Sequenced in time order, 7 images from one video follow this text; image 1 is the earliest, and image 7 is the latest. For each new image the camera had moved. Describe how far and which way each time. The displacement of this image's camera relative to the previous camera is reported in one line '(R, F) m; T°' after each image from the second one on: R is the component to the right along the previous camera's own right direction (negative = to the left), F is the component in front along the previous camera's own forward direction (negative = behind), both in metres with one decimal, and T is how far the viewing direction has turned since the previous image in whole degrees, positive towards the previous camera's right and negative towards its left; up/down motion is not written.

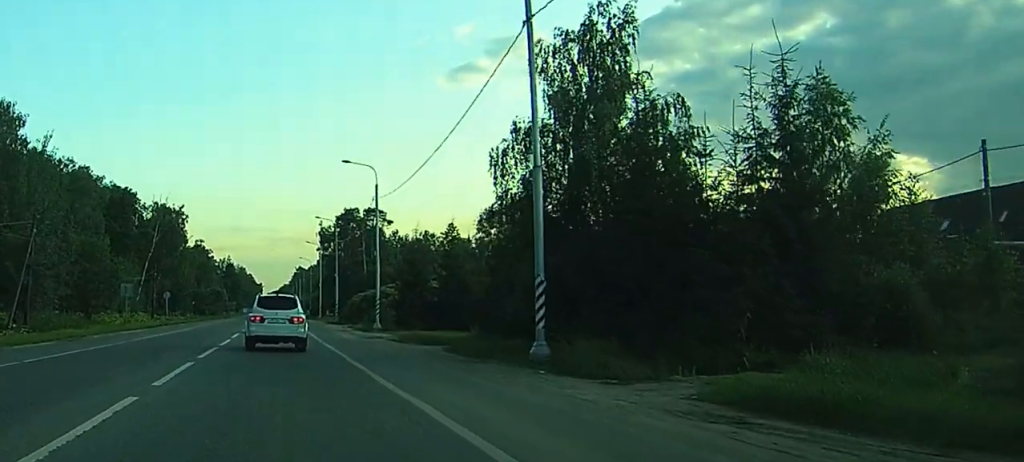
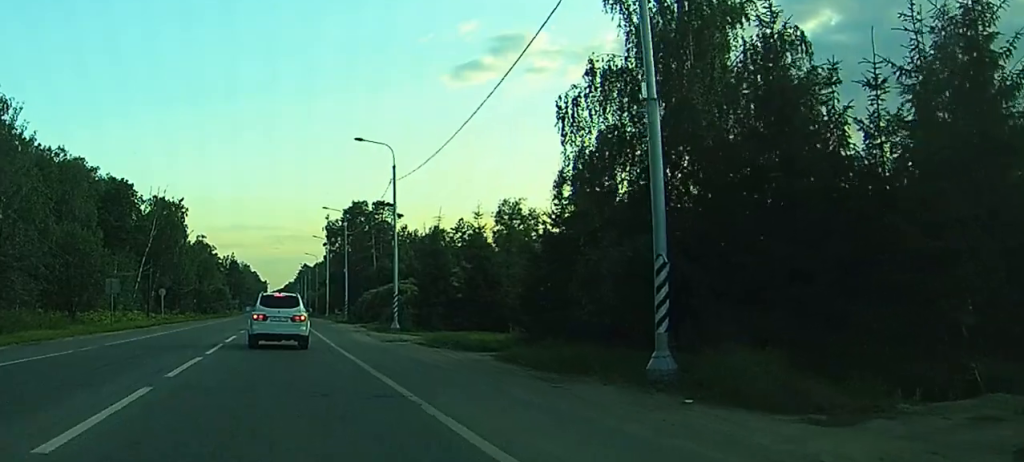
(+0.2, +6.5) m; 0°
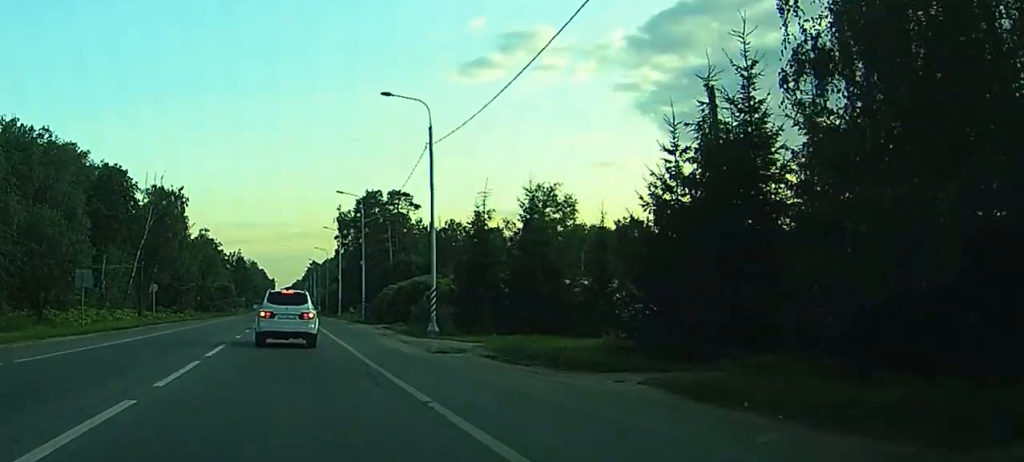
(-0.2, +9.4) m; 0°
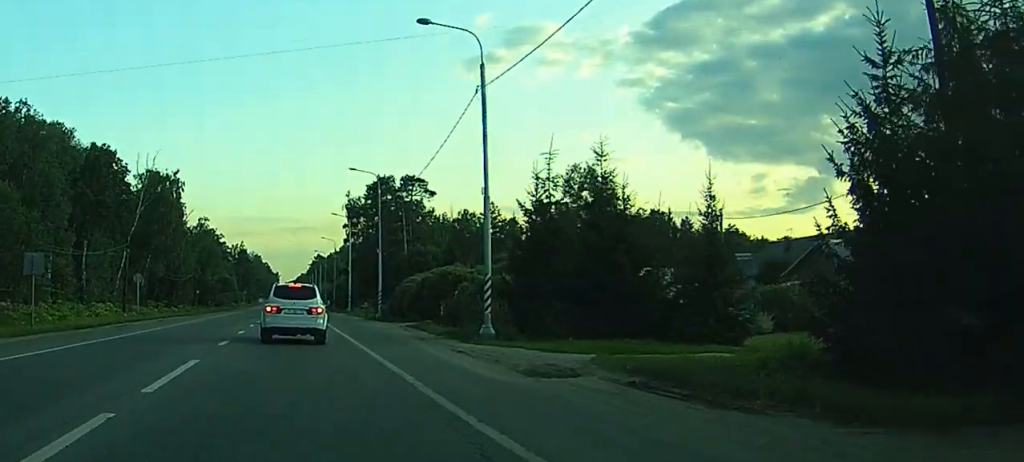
(+0.2, +9.5) m; 0°
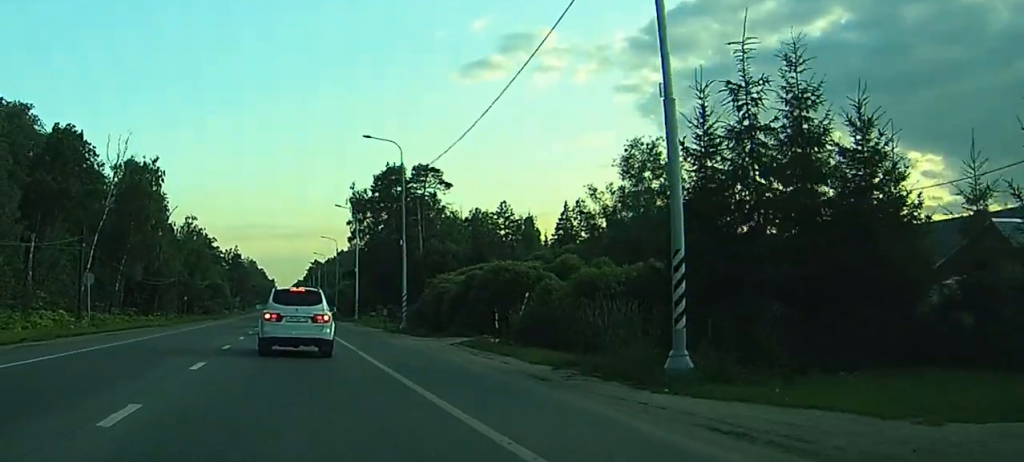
(-0.3, +14.9) m; -1°
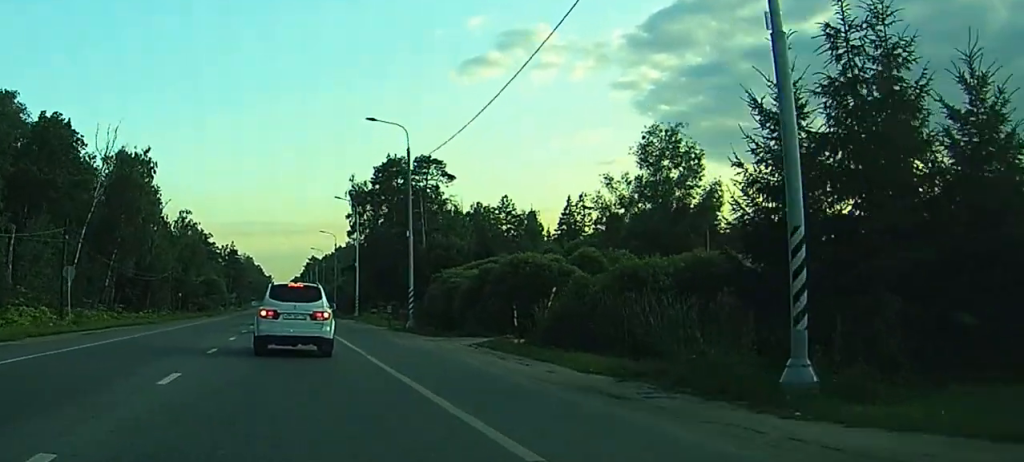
(0.0, +3.8) m; 0°
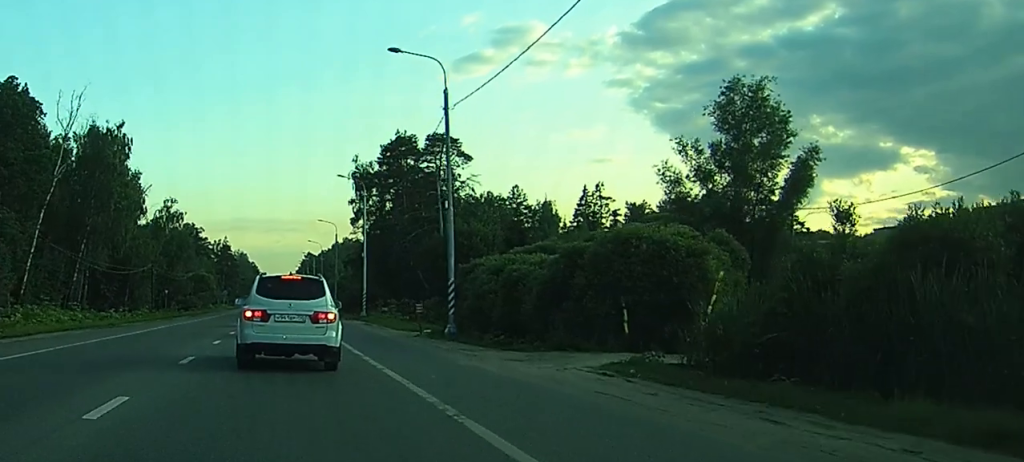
(+0.2, +12.3) m; +1°
